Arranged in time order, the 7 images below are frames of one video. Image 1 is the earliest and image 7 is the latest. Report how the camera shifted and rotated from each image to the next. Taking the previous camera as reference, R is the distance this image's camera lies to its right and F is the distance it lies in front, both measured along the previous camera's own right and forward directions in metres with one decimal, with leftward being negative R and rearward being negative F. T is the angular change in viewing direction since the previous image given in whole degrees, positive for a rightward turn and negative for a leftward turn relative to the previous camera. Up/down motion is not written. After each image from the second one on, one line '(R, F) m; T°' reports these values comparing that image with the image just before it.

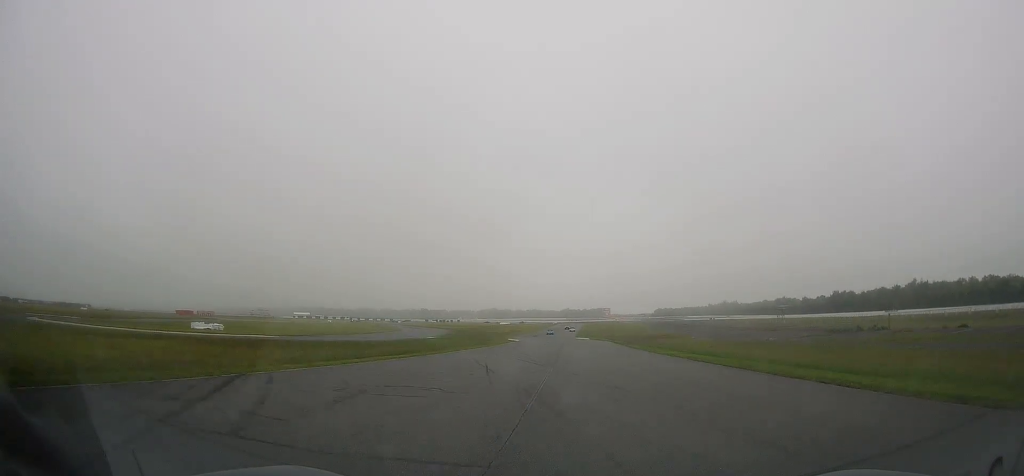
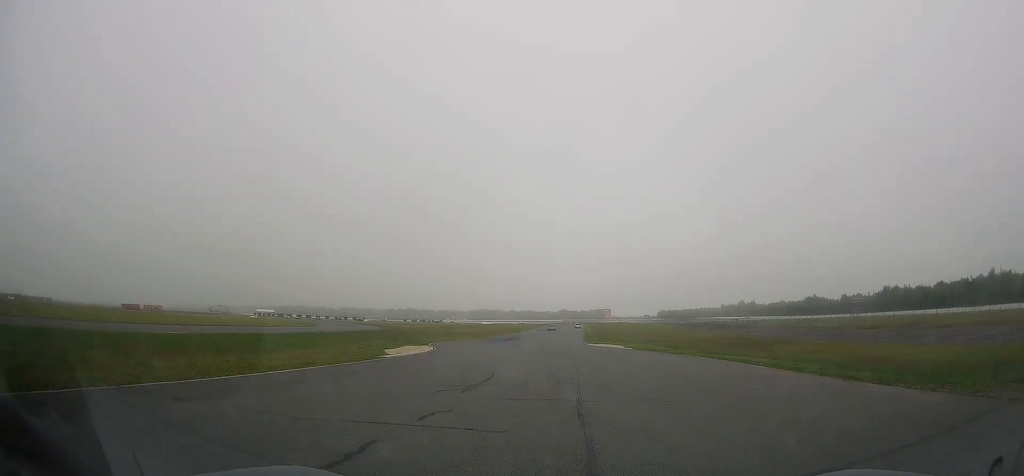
(+0.2, +62.4) m; 0°
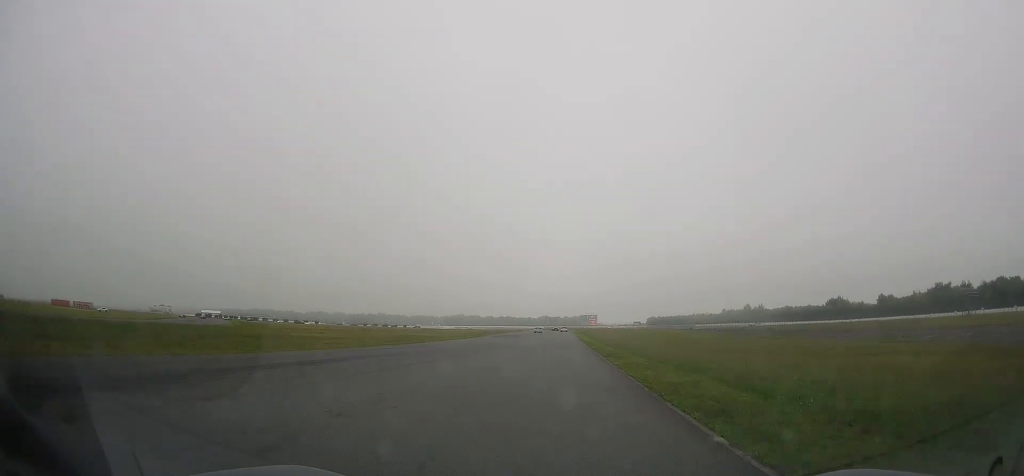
(+0.4, +59.0) m; +1°
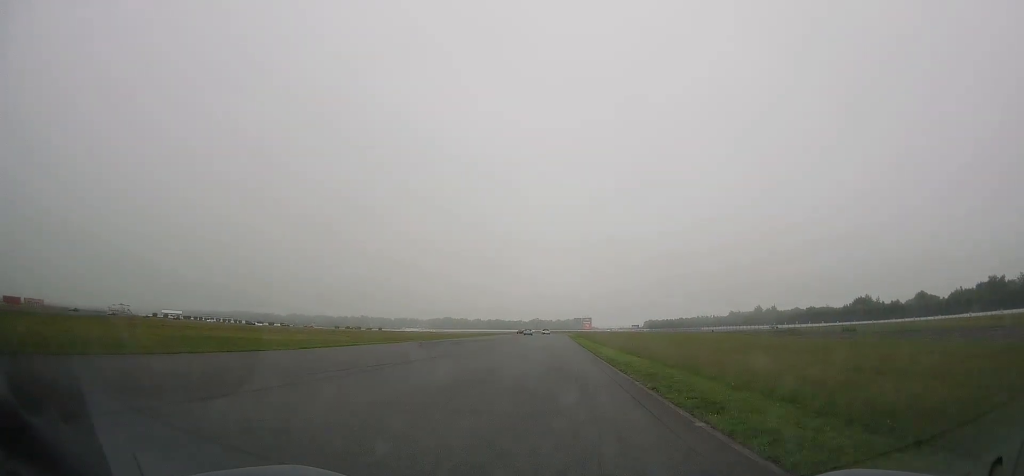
(+0.5, +41.3) m; +1°
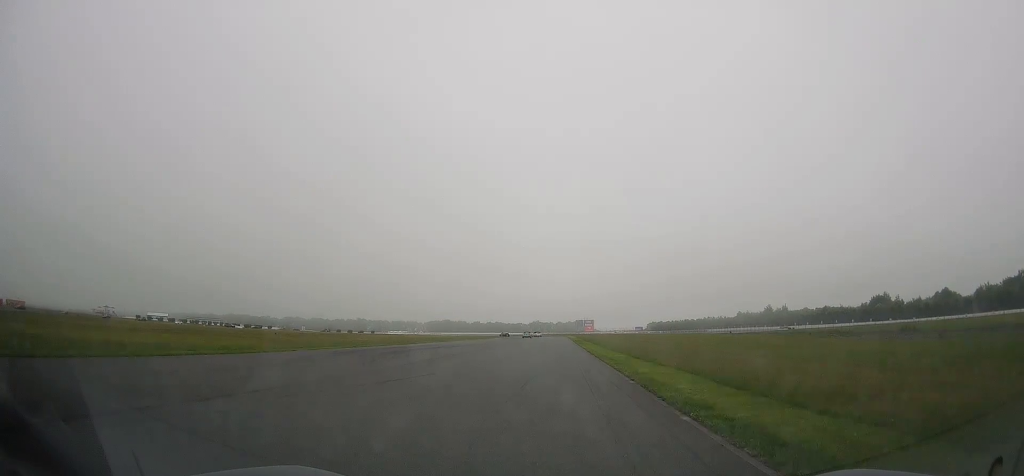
(+0.2, +17.8) m; 0°
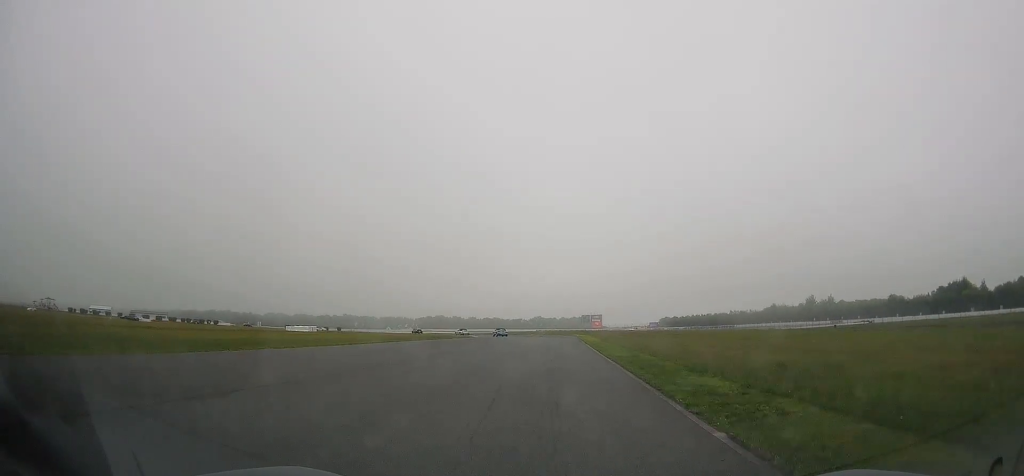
(-0.2, +62.6) m; -1°
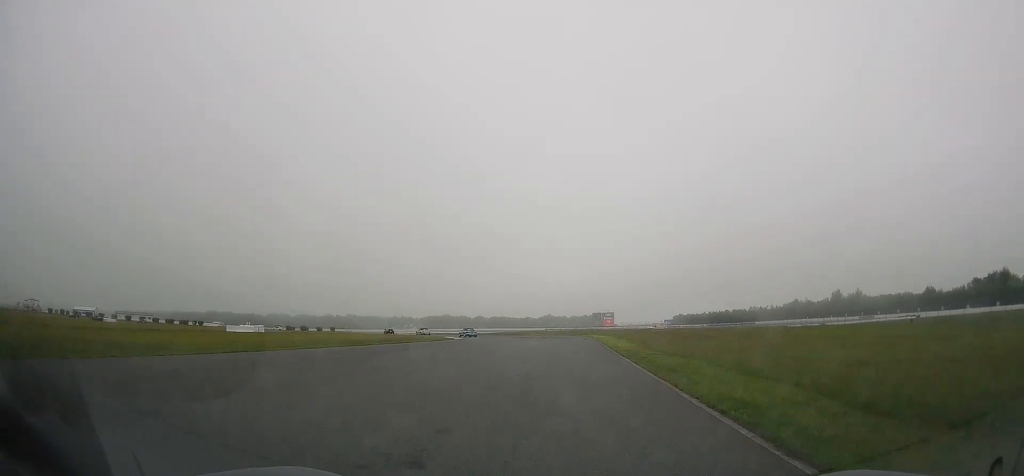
(+0.3, +22.5) m; -1°
